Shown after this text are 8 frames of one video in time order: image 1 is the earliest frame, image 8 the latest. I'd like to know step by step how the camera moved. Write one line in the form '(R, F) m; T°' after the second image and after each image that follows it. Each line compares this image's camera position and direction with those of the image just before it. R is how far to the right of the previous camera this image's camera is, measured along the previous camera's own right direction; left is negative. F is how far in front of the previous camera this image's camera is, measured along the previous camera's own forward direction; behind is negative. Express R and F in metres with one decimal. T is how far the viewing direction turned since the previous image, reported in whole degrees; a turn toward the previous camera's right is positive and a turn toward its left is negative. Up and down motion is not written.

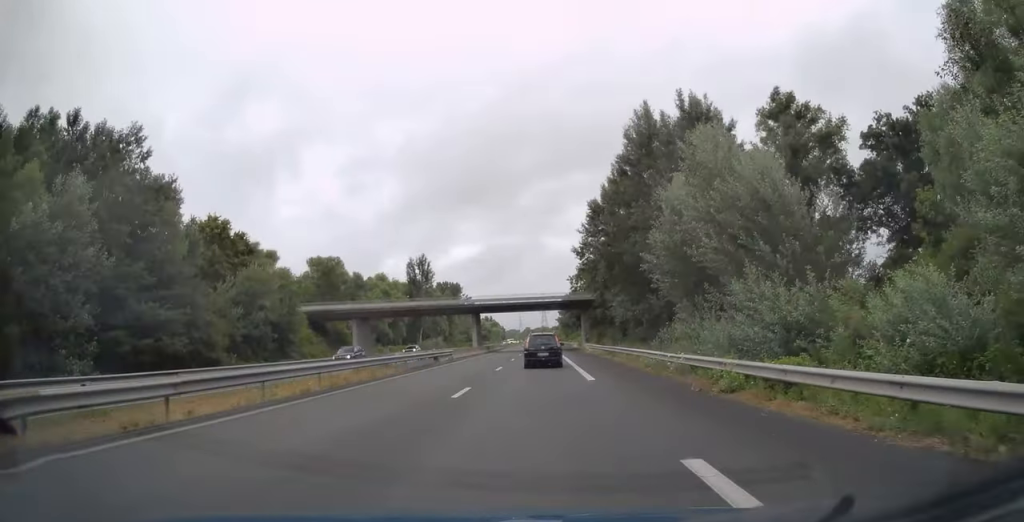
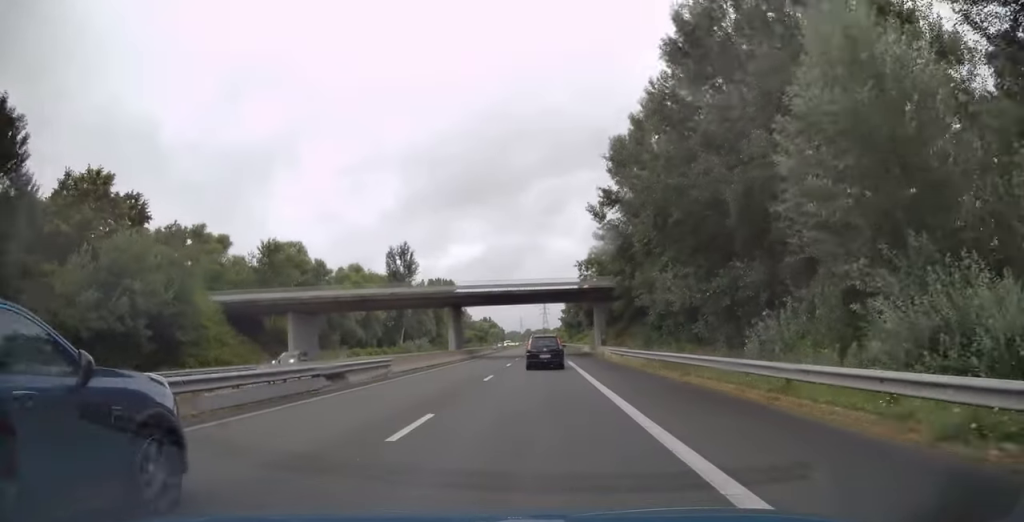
(+0.1, +19.3) m; 0°
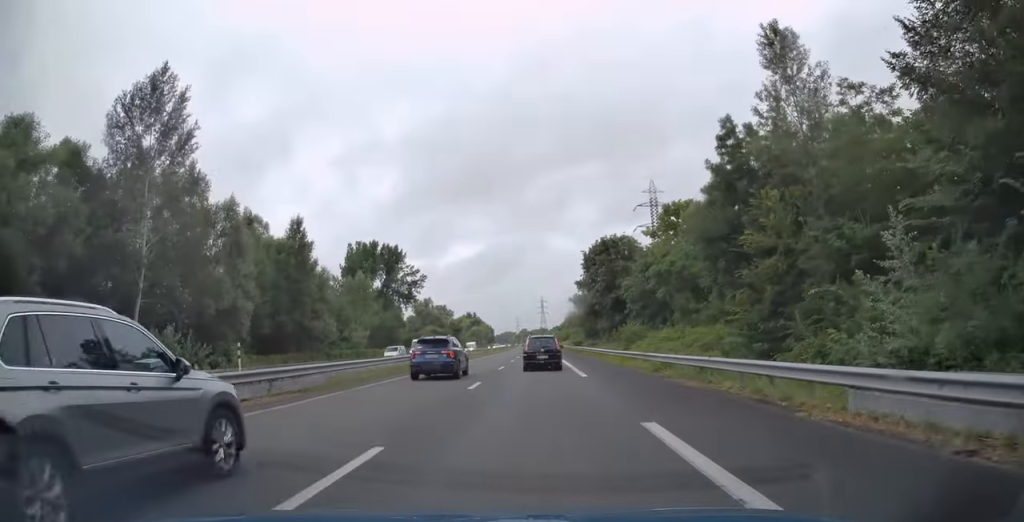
(-0.3, +82.0) m; -1°
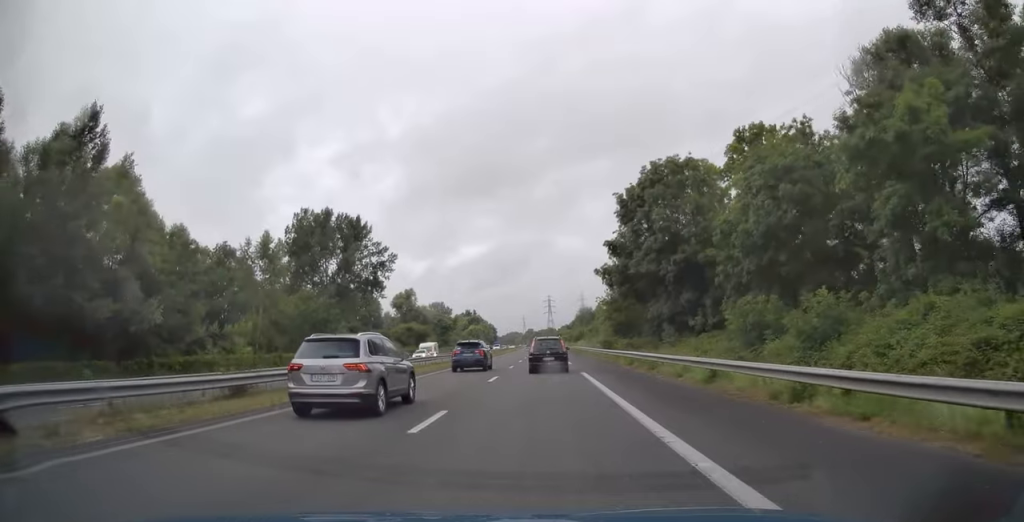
(-0.1, +35.0) m; -1°
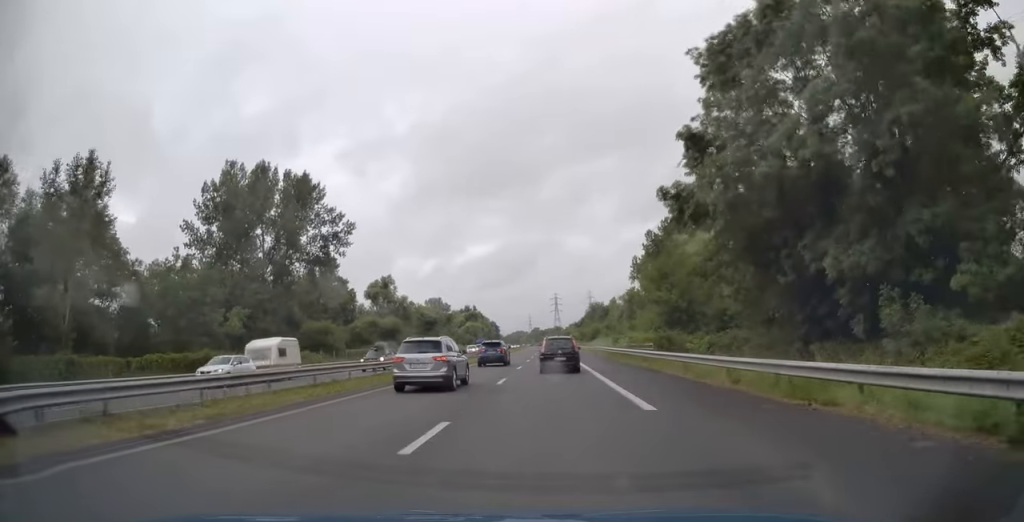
(-0.2, +27.9) m; 0°
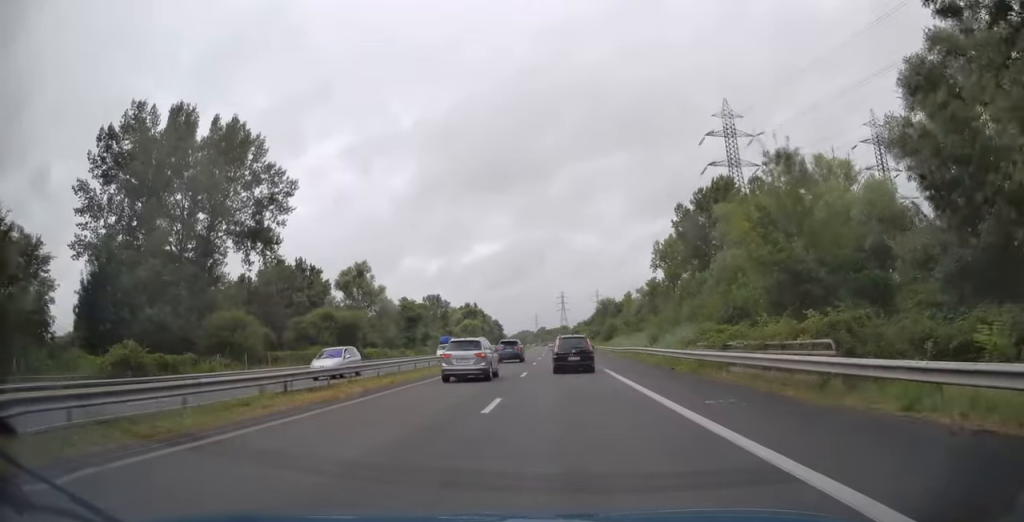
(0.0, +21.8) m; 0°
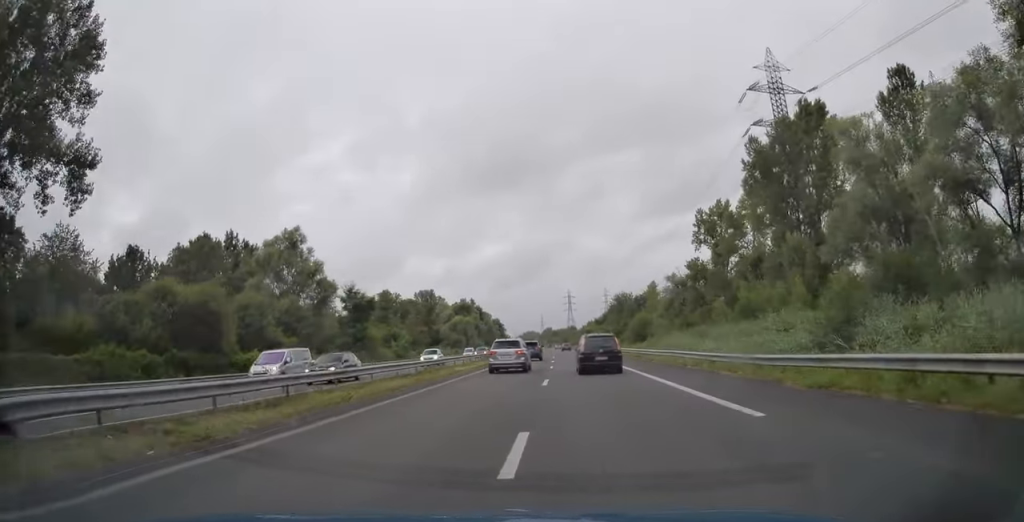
(-0.1, +32.0) m; 0°
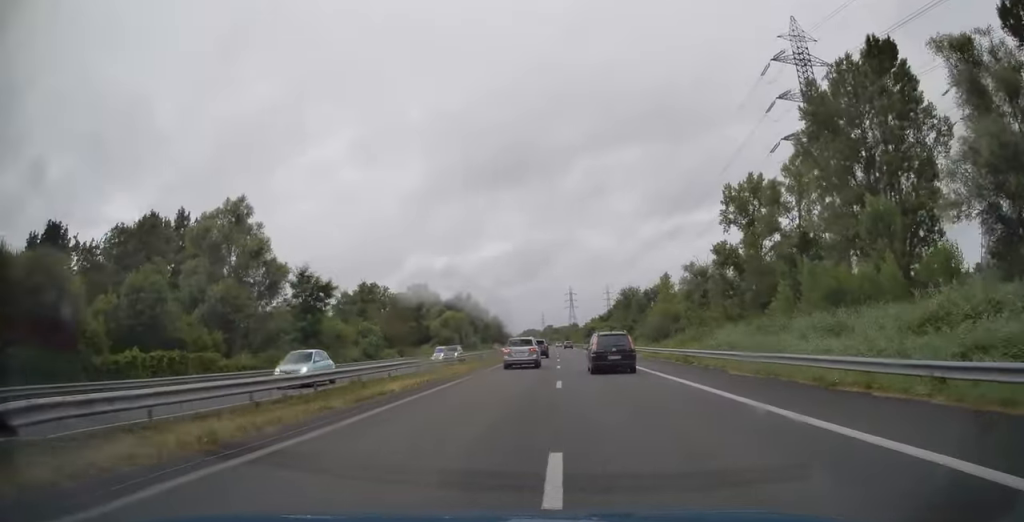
(0.0, +14.8) m; 0°
